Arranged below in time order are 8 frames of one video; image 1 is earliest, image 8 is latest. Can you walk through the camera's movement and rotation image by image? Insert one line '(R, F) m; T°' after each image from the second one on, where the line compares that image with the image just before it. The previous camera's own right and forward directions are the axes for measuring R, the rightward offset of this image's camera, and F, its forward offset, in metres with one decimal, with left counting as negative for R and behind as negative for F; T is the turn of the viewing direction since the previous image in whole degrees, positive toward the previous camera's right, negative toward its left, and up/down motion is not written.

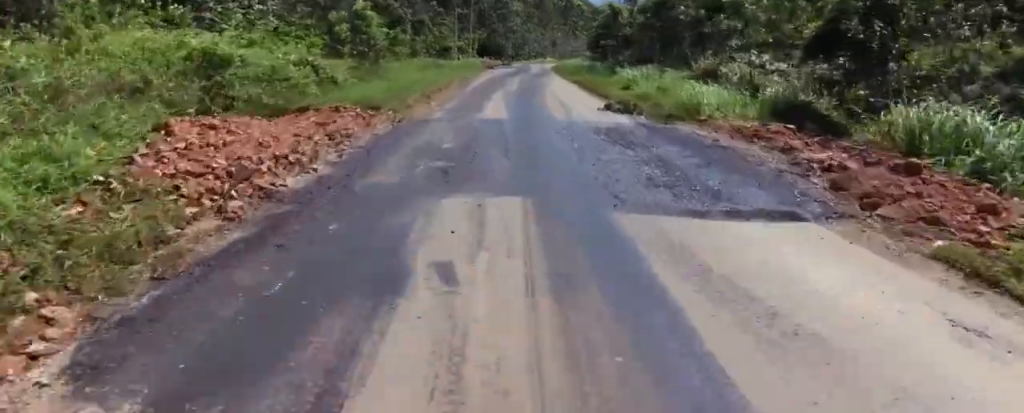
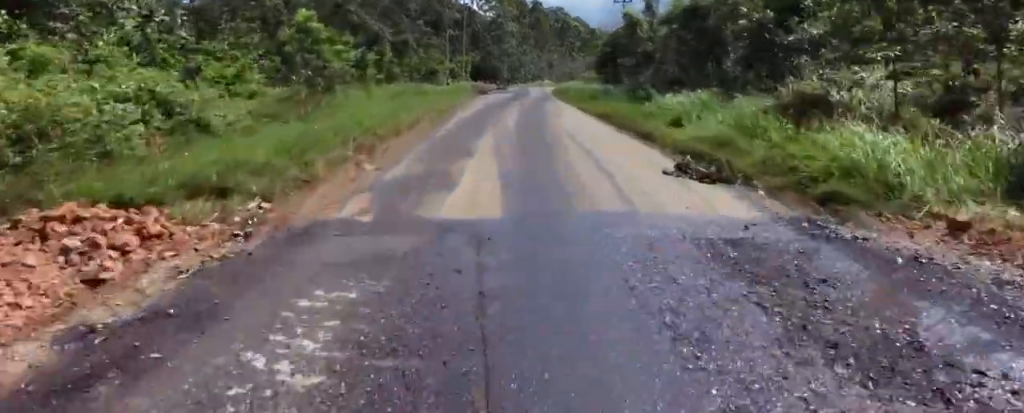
(-0.6, +6.6) m; 0°
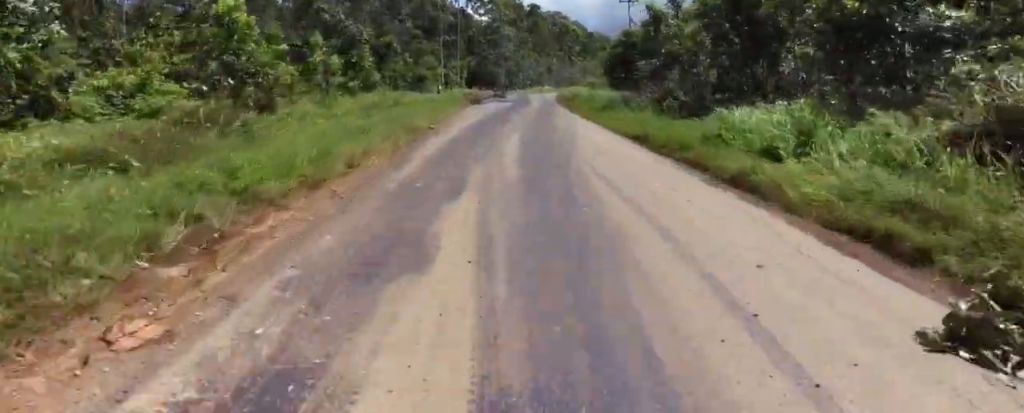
(+0.2, +4.8) m; +2°
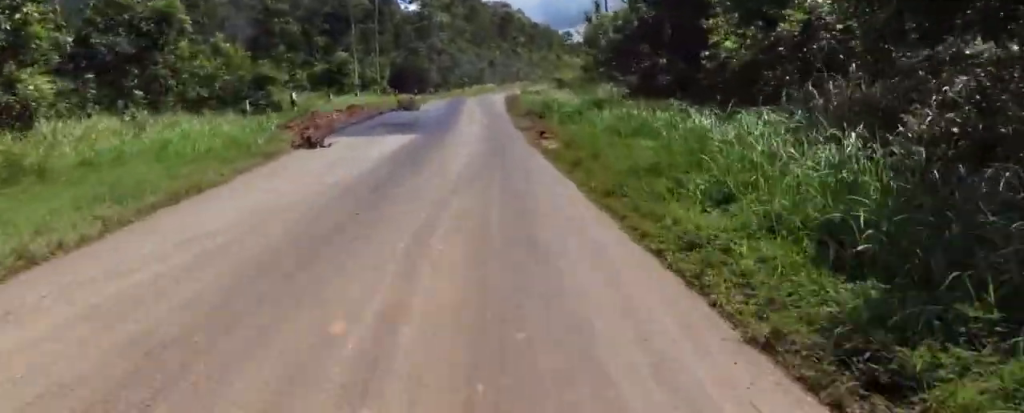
(+1.4, +18.1) m; +7°
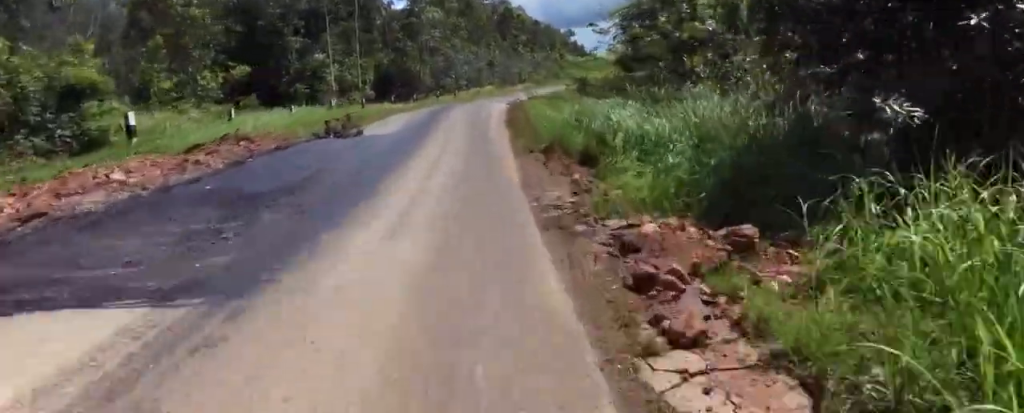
(+0.3, +9.8) m; +5°
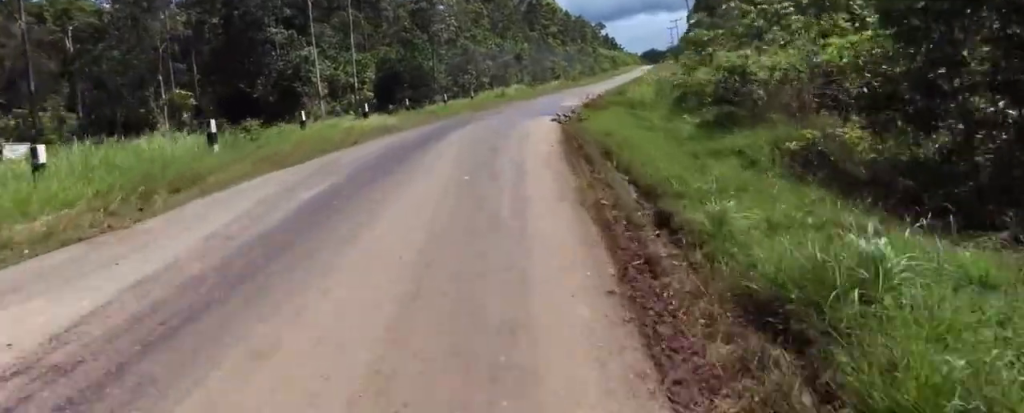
(+0.3, +13.2) m; -3°
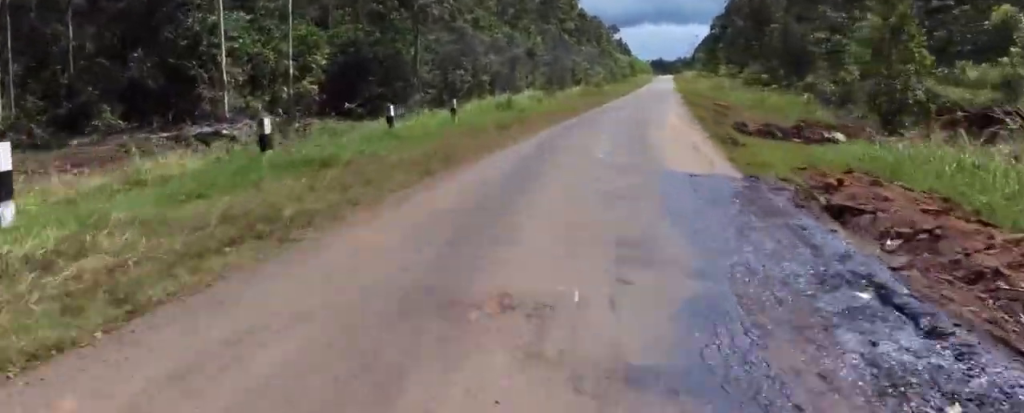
(-0.9, +17.5) m; -6°
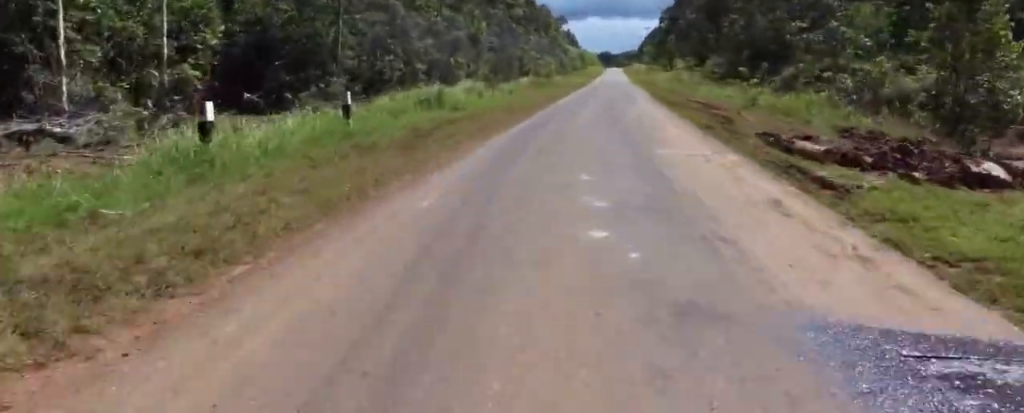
(-0.4, +6.8) m; +3°
